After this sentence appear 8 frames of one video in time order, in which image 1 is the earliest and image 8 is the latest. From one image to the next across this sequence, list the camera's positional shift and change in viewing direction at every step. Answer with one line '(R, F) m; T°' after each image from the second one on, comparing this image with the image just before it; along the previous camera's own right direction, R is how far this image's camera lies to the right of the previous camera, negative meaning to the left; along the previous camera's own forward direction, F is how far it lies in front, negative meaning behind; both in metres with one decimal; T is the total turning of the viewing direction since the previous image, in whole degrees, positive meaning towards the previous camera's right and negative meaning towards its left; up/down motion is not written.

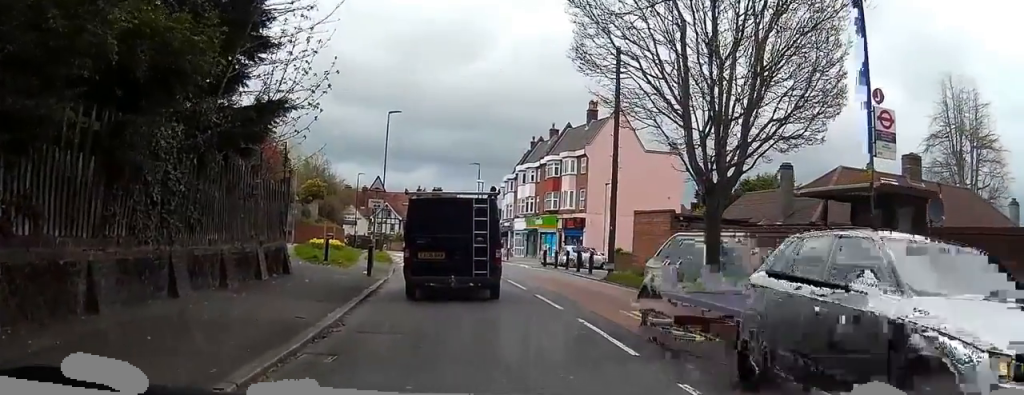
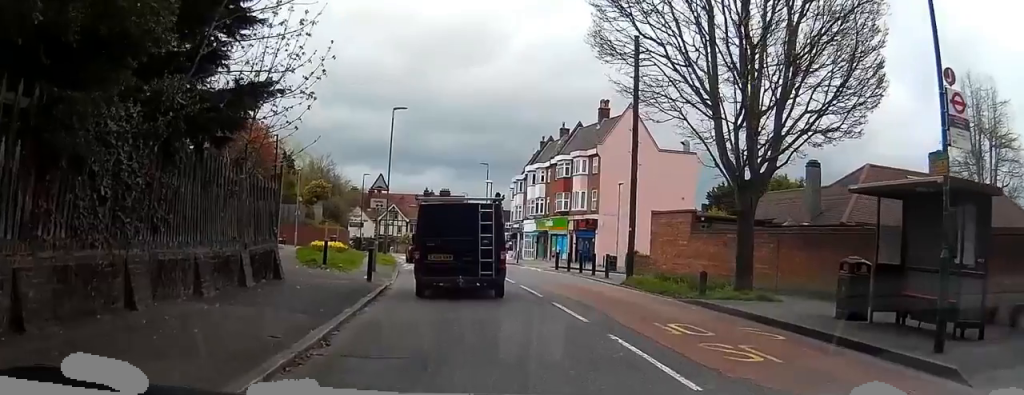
(+0.1, +1.2) m; +2°
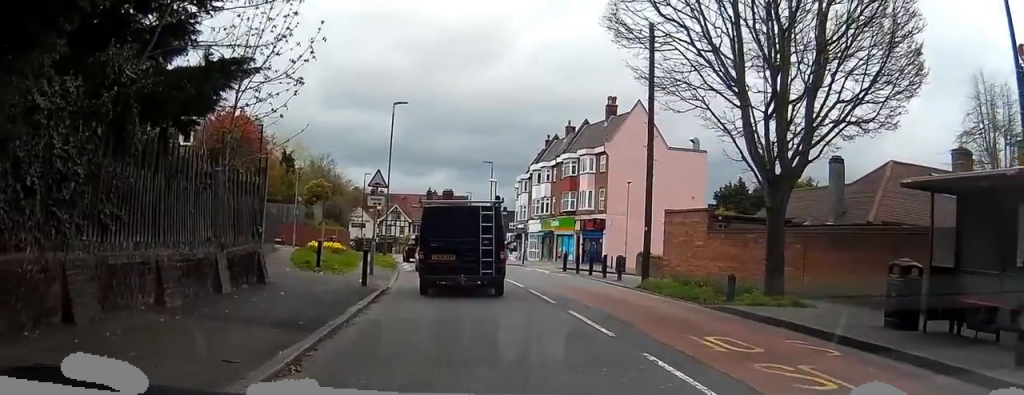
(0.0, +1.5) m; +1°
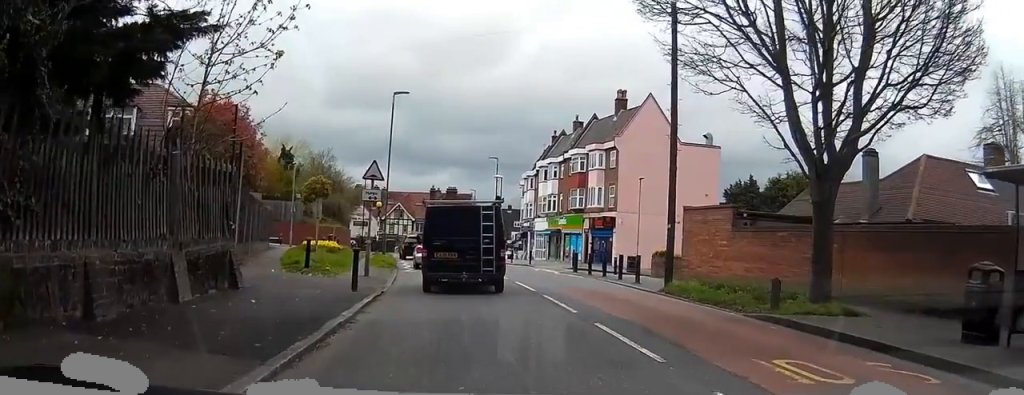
(0.0, +1.8) m; 0°
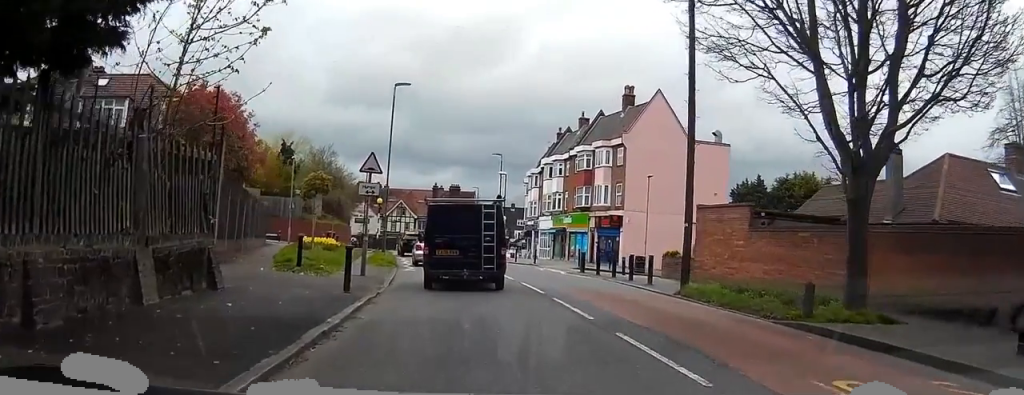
(0.0, +1.1) m; 0°
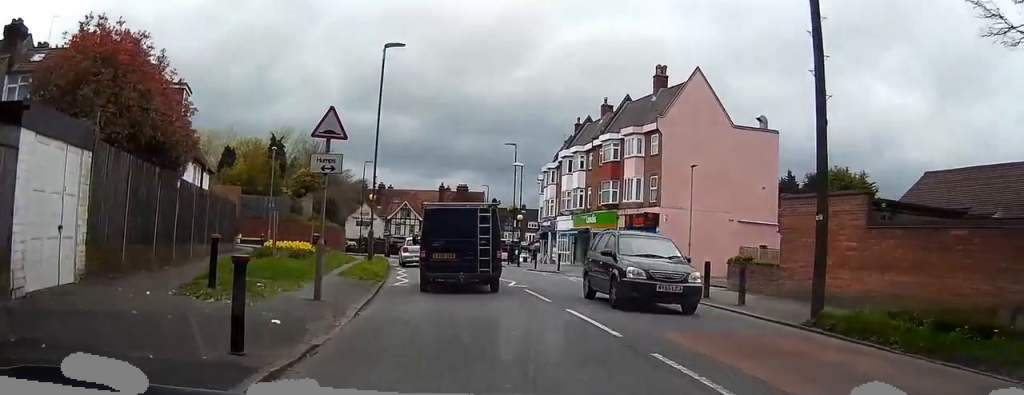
(-0.1, +6.4) m; -6°
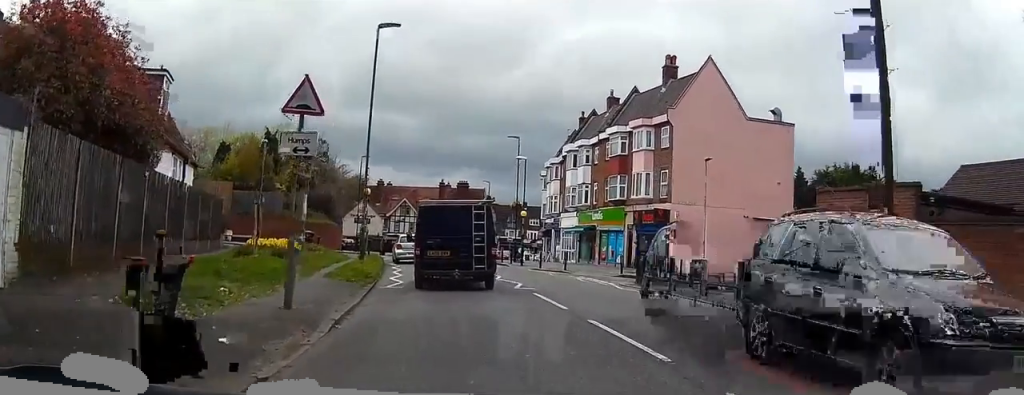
(0.0, +1.8) m; -3°
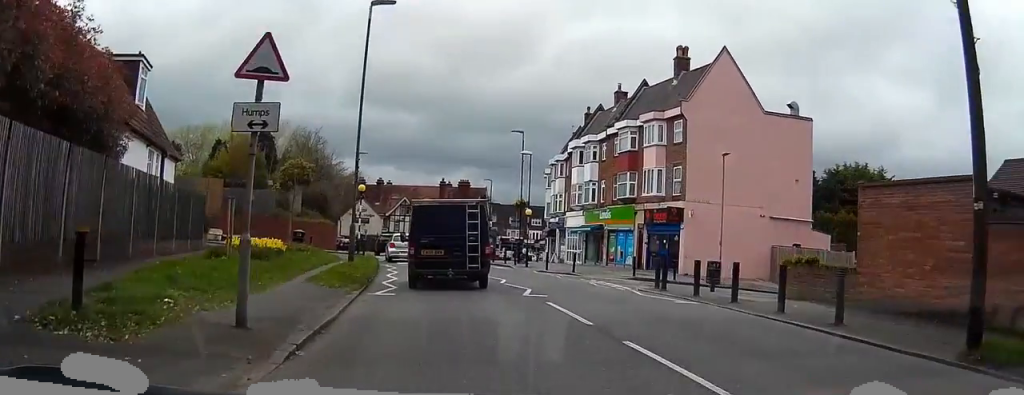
(-0.1, +2.0) m; 0°
